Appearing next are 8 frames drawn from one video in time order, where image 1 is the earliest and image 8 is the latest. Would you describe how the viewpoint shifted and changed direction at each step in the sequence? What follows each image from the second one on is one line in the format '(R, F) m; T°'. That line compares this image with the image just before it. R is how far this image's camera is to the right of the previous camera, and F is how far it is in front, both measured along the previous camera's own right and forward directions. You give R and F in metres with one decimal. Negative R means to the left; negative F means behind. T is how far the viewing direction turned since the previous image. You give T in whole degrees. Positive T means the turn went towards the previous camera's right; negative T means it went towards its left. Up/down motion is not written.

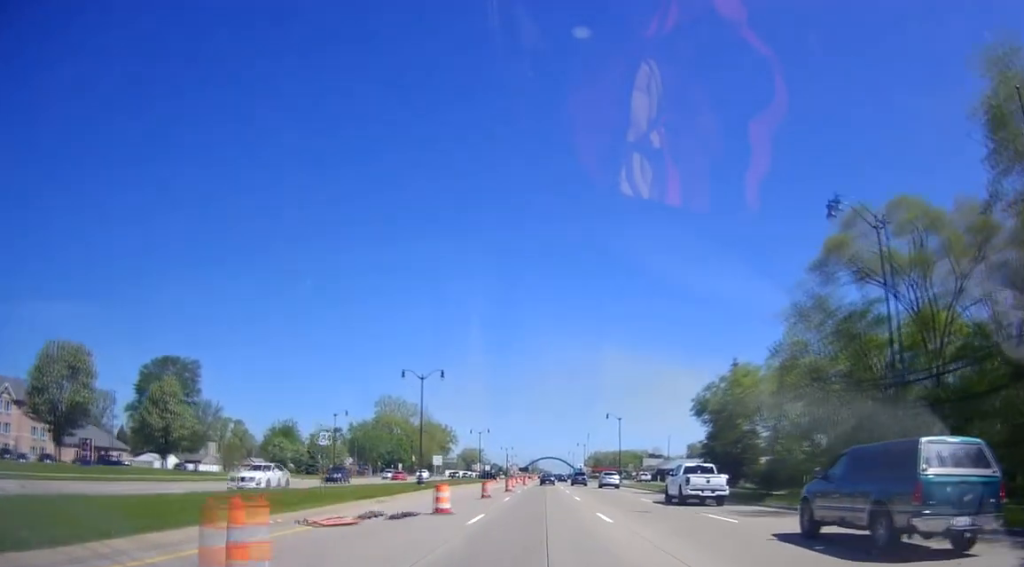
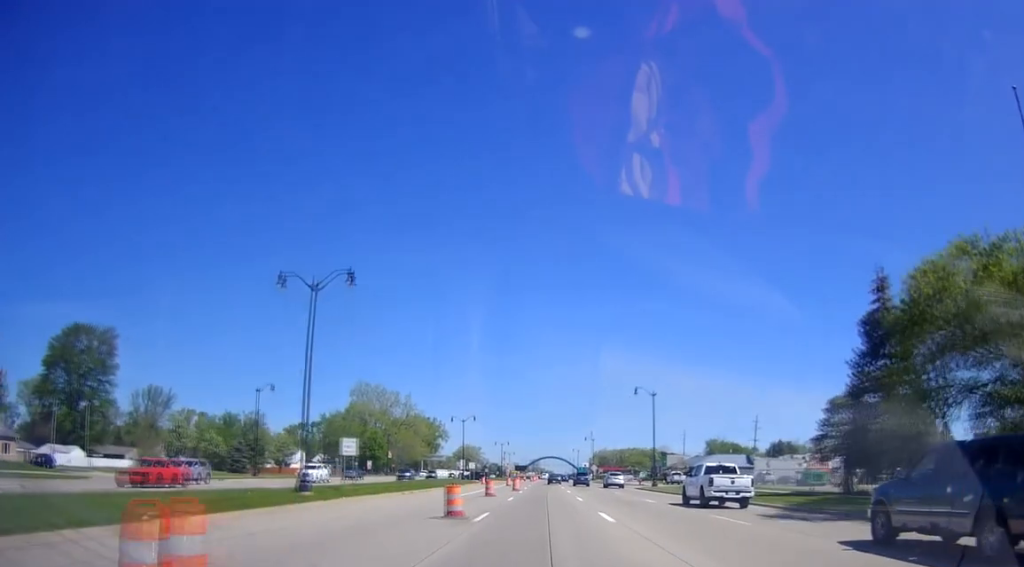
(-0.4, +30.9) m; -1°
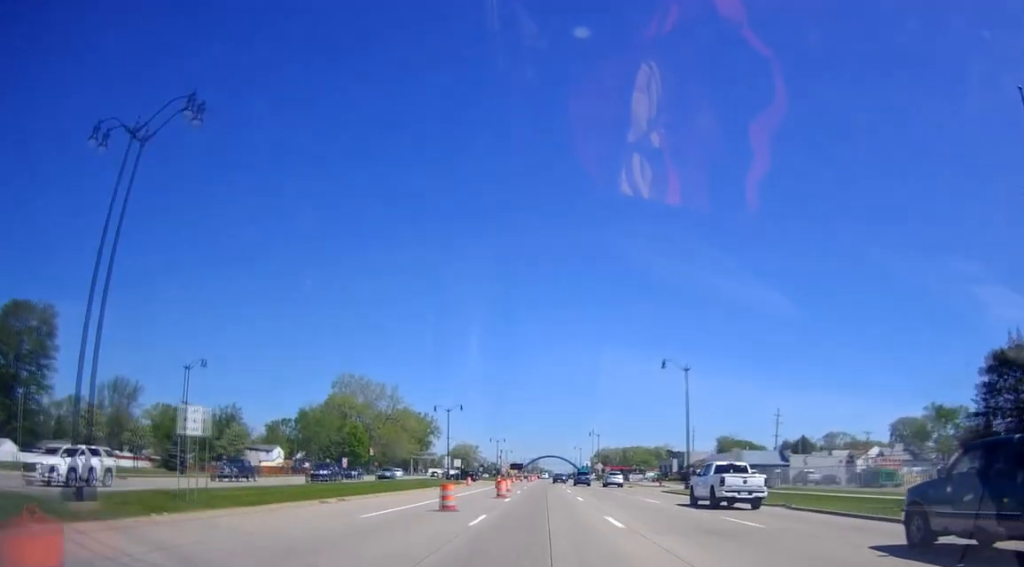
(0.0, +17.1) m; 0°
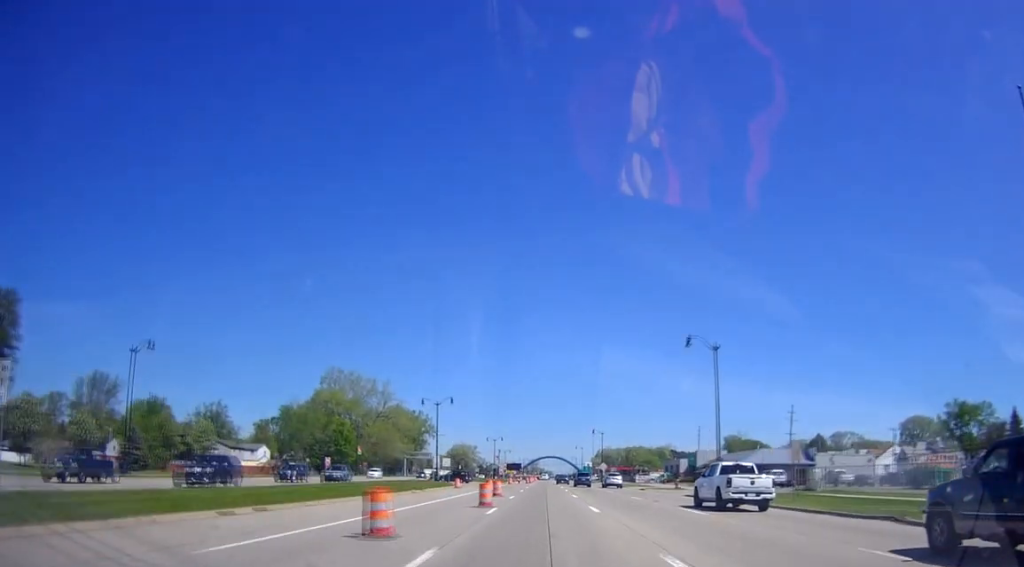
(+0.2, +9.5) m; 0°
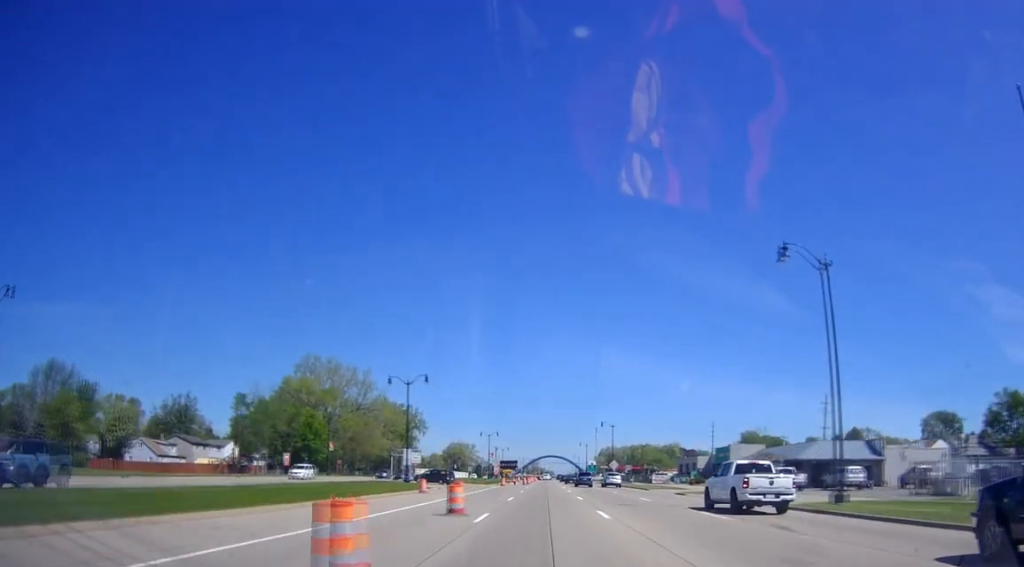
(-0.4, +18.8) m; +1°
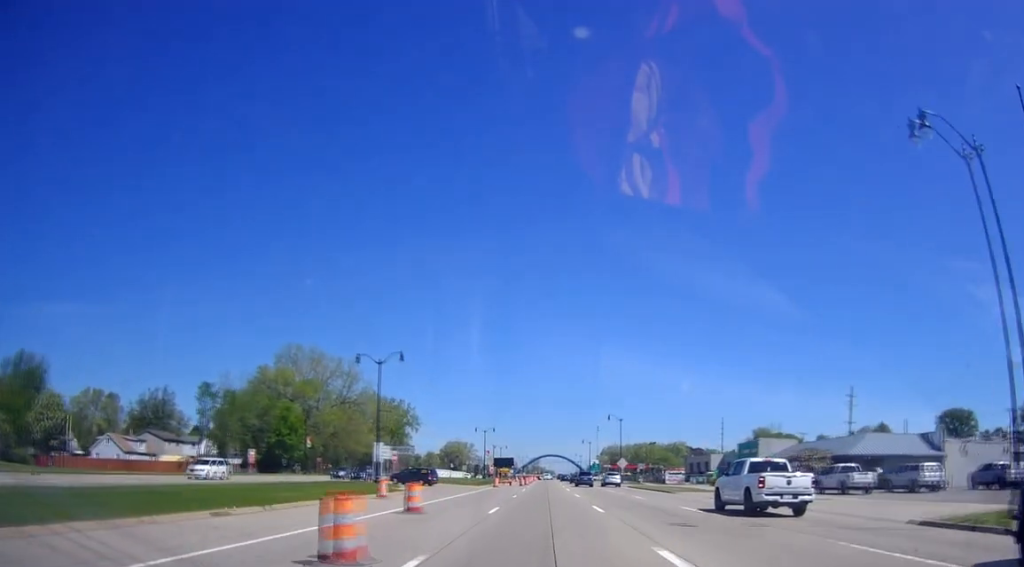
(+0.4, +11.8) m; +1°
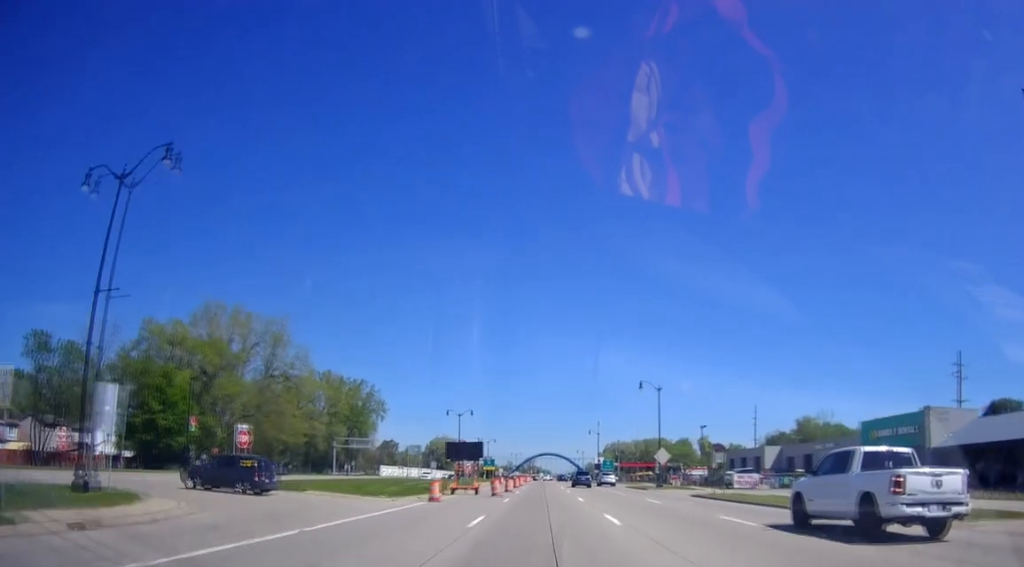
(+0.3, +36.3) m; 0°
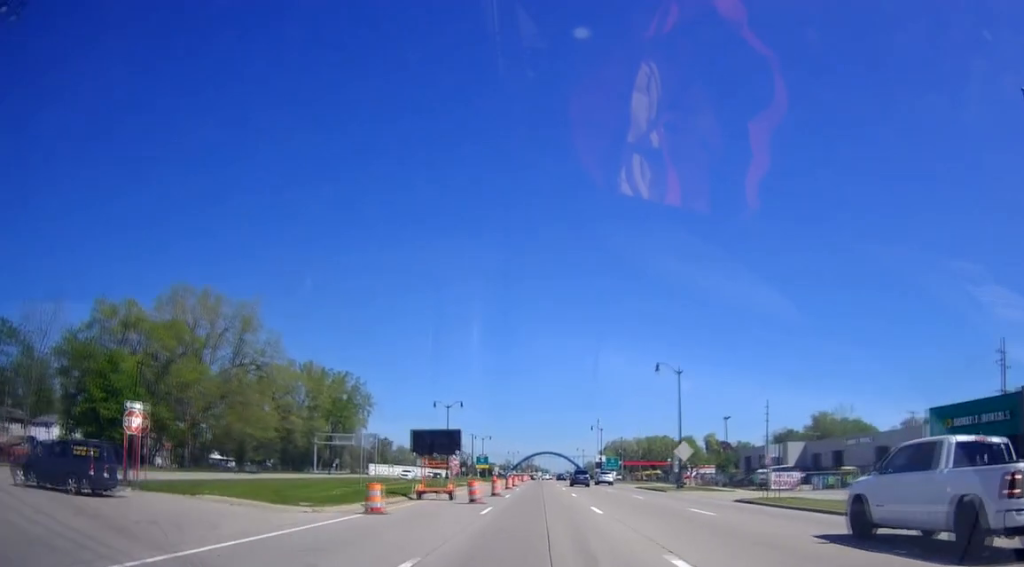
(+0.3, +10.6) m; -1°
